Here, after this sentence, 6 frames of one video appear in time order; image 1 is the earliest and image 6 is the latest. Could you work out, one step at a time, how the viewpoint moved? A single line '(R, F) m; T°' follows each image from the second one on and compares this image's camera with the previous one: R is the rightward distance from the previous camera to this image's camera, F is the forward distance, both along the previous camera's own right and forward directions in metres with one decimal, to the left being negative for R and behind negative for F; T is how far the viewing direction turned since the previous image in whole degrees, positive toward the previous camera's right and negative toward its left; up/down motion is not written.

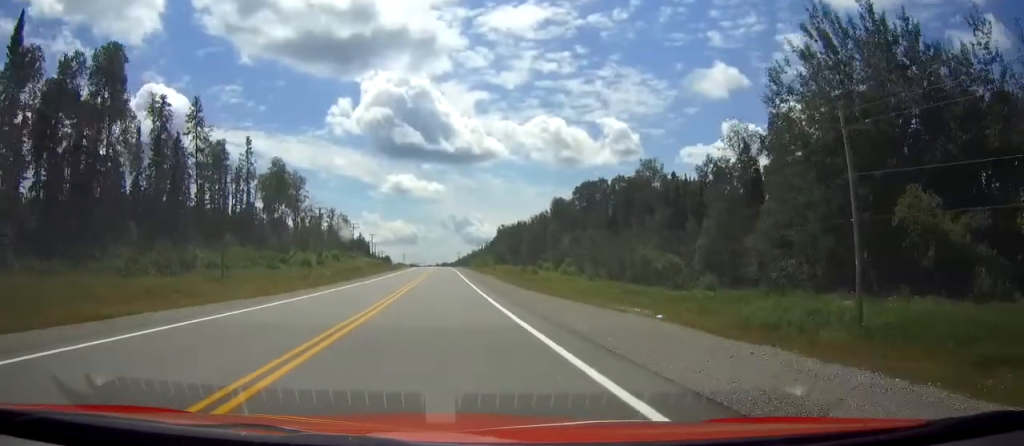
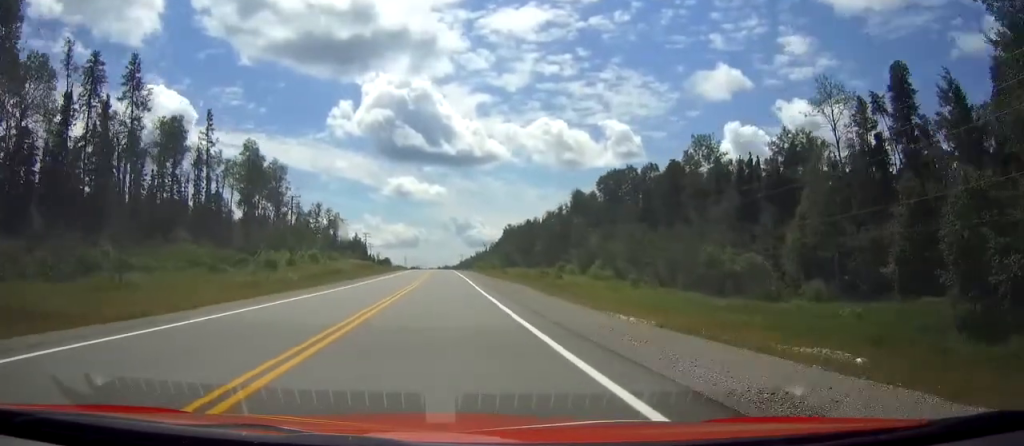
(0.0, +23.9) m; 0°
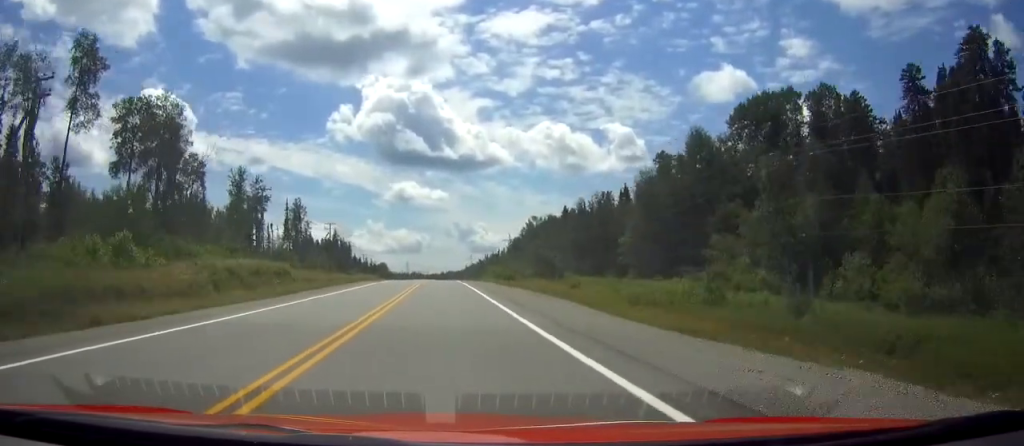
(-0.1, +67.4) m; 0°
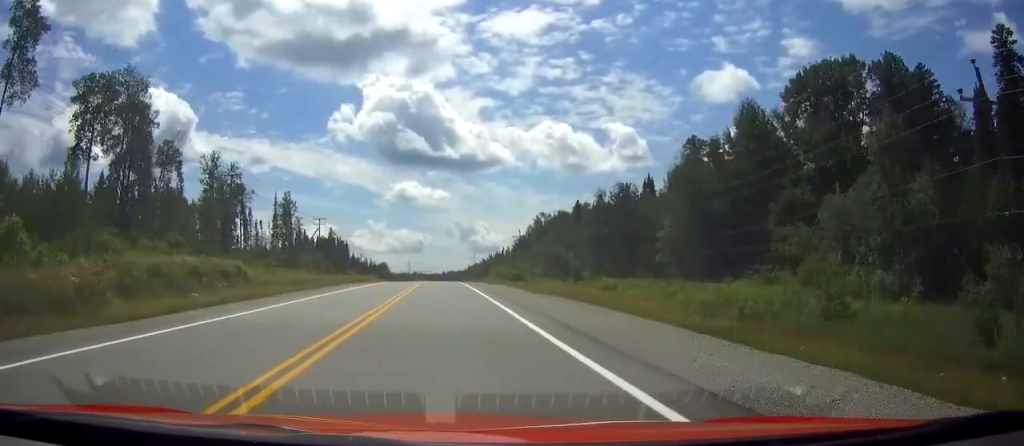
(0.0, +13.5) m; 0°
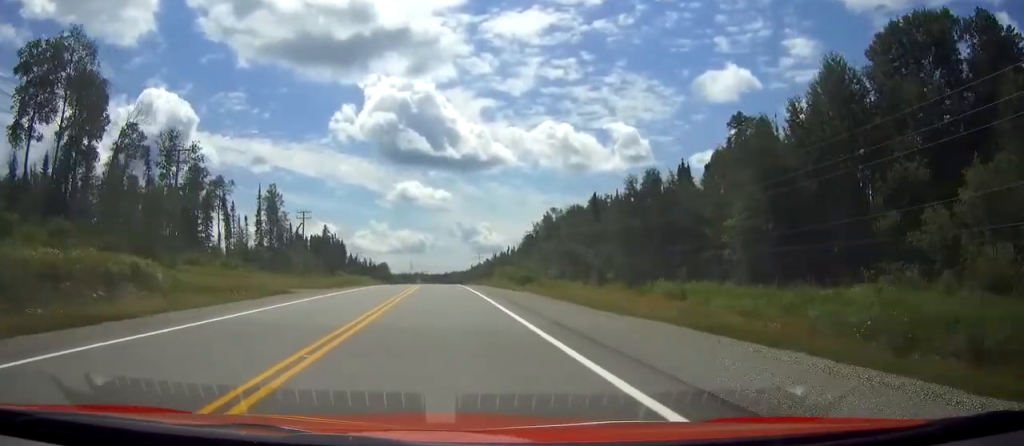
(0.0, +15.5) m; 0°
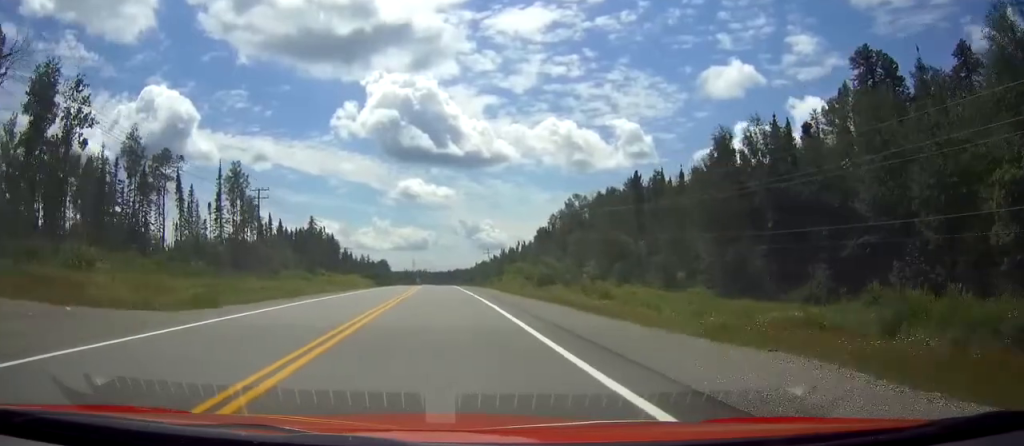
(-0.1, +28.0) m; 0°
